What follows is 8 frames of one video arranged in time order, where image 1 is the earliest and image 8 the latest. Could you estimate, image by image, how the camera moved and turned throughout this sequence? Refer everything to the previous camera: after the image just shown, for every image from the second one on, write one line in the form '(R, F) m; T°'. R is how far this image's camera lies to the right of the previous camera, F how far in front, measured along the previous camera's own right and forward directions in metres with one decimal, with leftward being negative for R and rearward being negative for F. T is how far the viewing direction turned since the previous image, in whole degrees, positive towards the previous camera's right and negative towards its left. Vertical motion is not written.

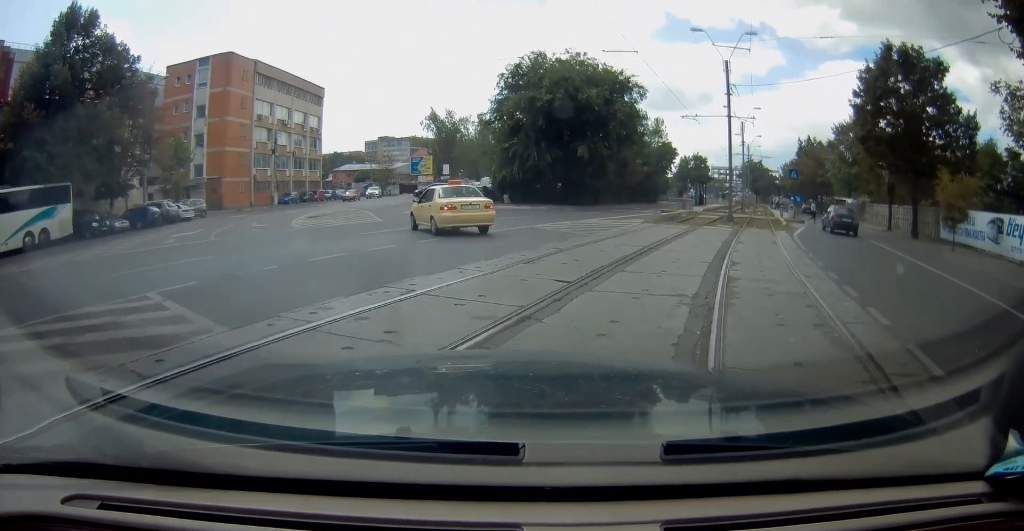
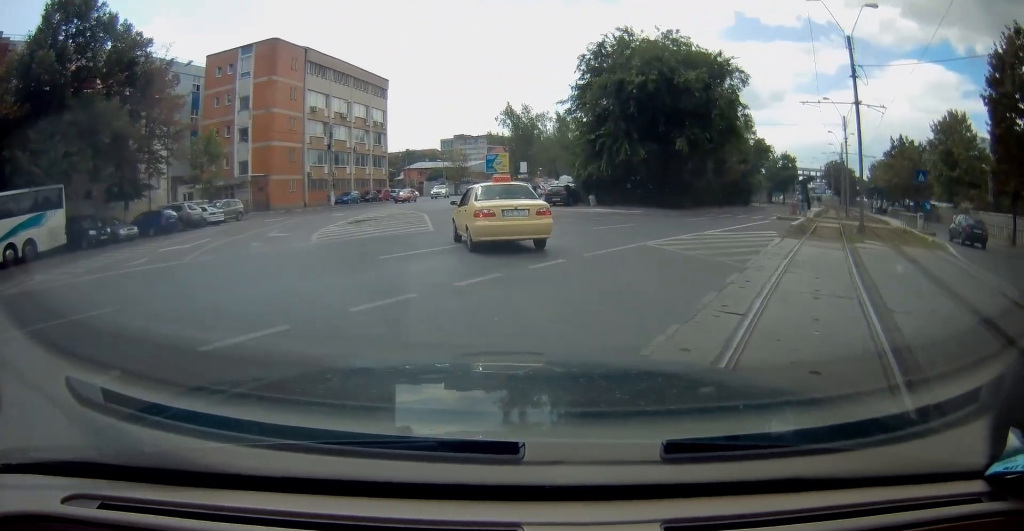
(-0.5, +7.4) m; -7°
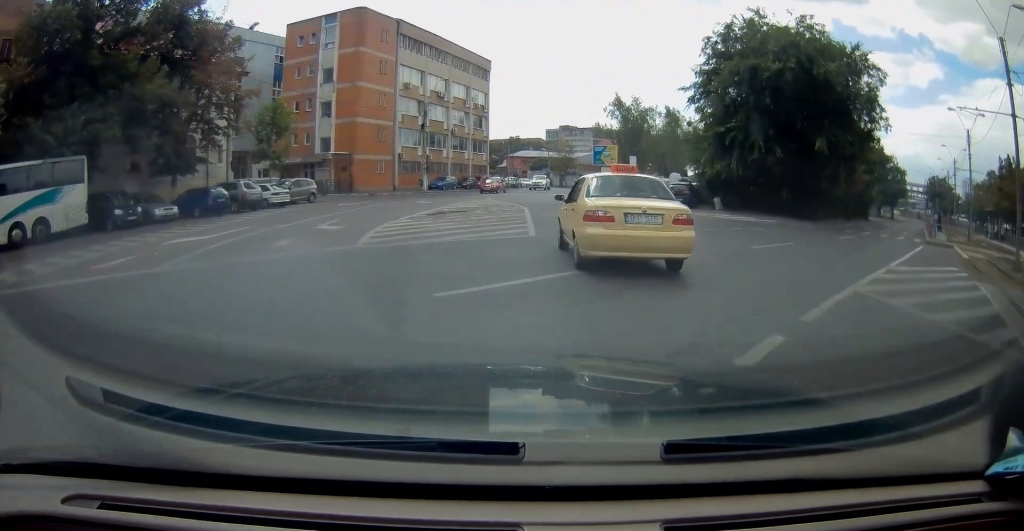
(-0.2, +5.7) m; -6°
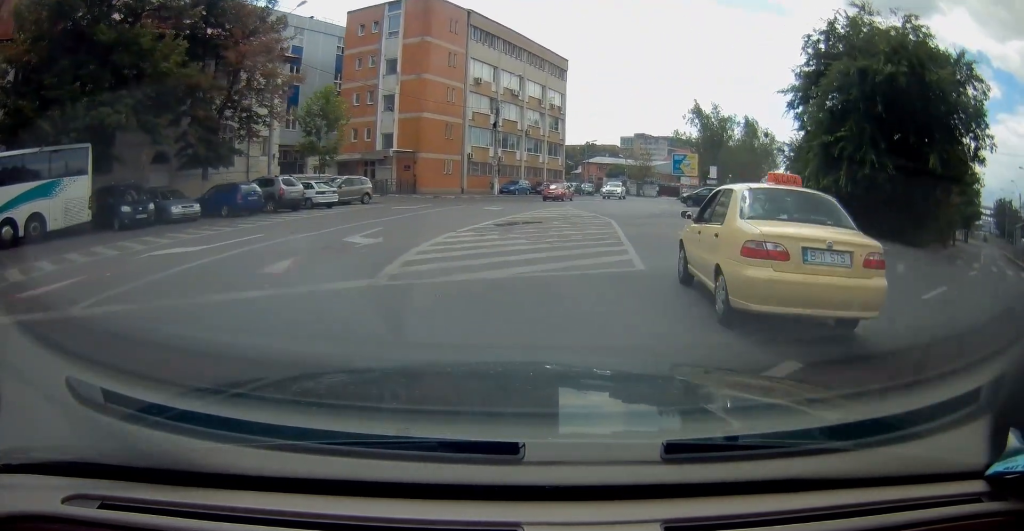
(-0.2, +4.6) m; -5°
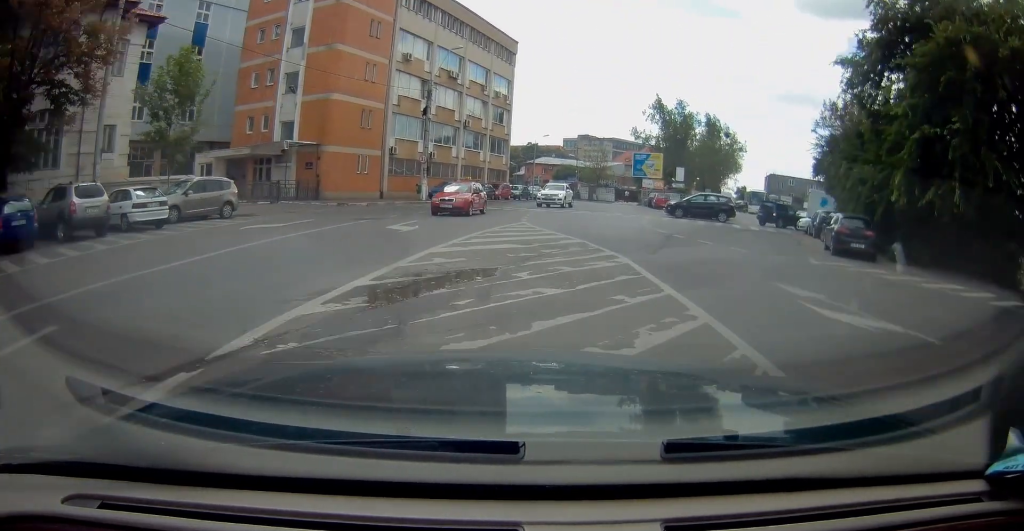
(-1.3, +11.8) m; -6°
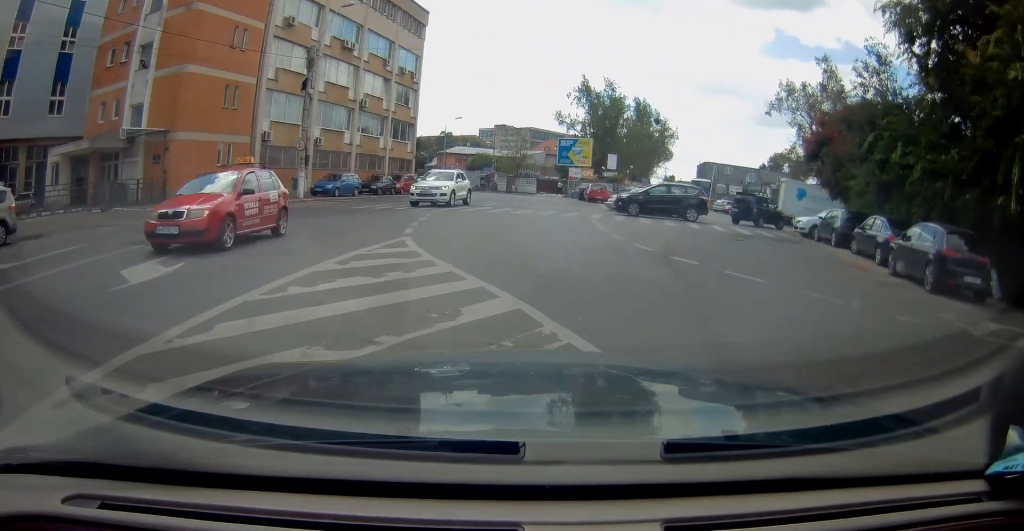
(+0.4, +8.7) m; +7°
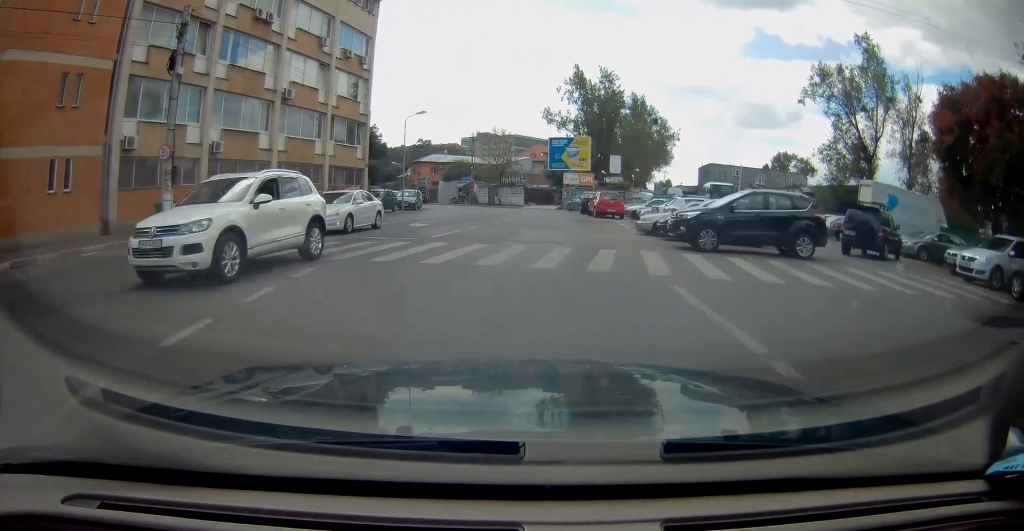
(+0.8, +11.6) m; +4°
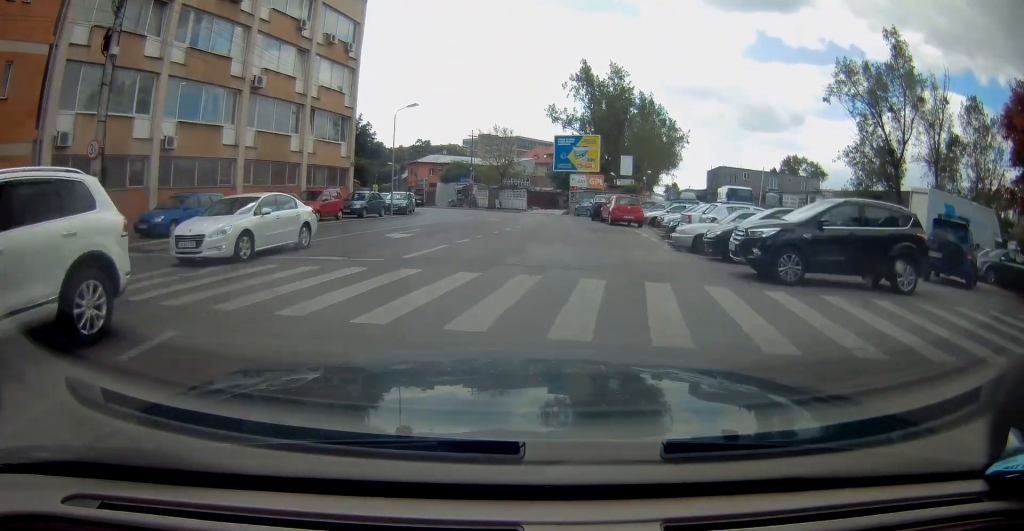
(0.0, +4.4) m; 0°
